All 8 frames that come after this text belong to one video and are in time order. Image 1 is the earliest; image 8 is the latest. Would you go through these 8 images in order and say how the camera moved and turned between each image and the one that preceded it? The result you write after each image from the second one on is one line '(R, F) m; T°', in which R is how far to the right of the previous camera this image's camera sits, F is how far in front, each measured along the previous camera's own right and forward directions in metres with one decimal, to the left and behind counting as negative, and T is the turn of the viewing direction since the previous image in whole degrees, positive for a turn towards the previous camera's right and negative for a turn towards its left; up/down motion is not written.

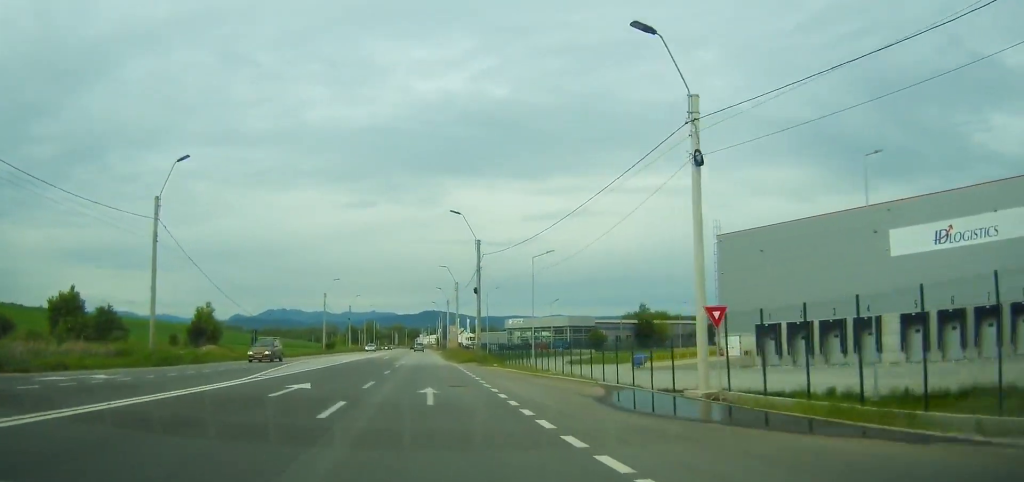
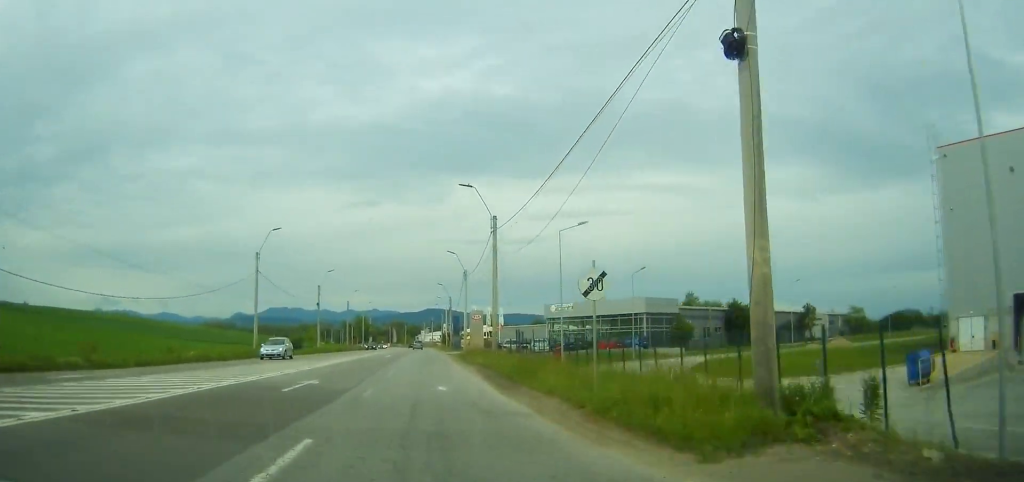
(+0.4, +39.3) m; 0°
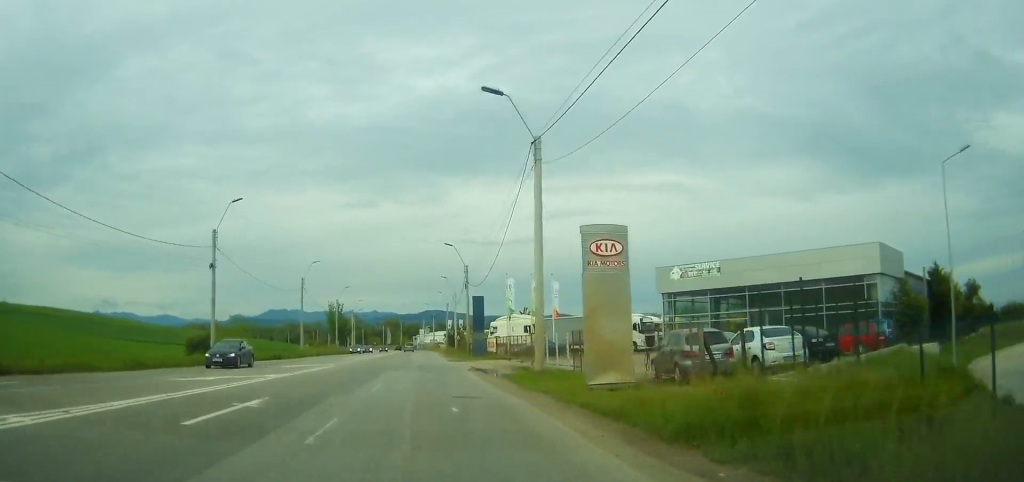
(-0.1, +42.7) m; 0°
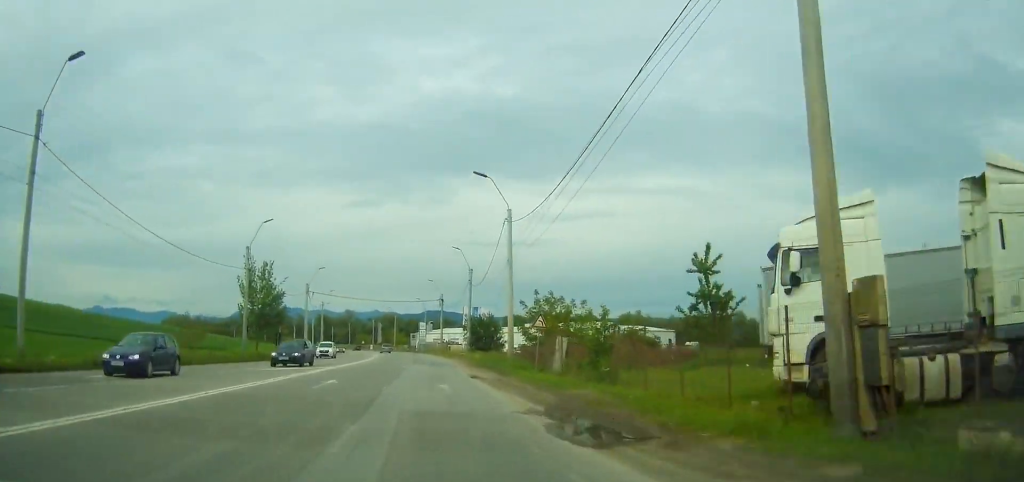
(-0.2, +54.8) m; -1°
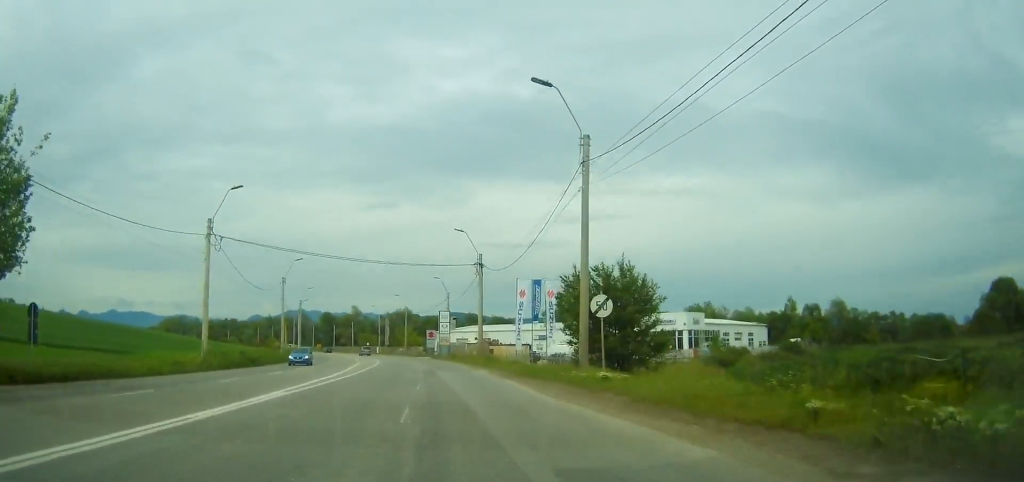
(-0.6, +42.1) m; -2°
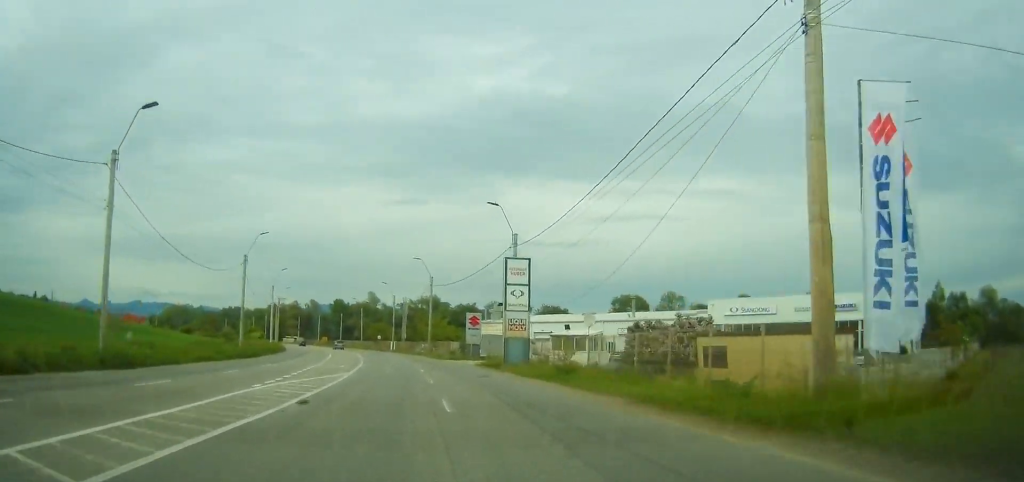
(-1.0, +43.6) m; -3°
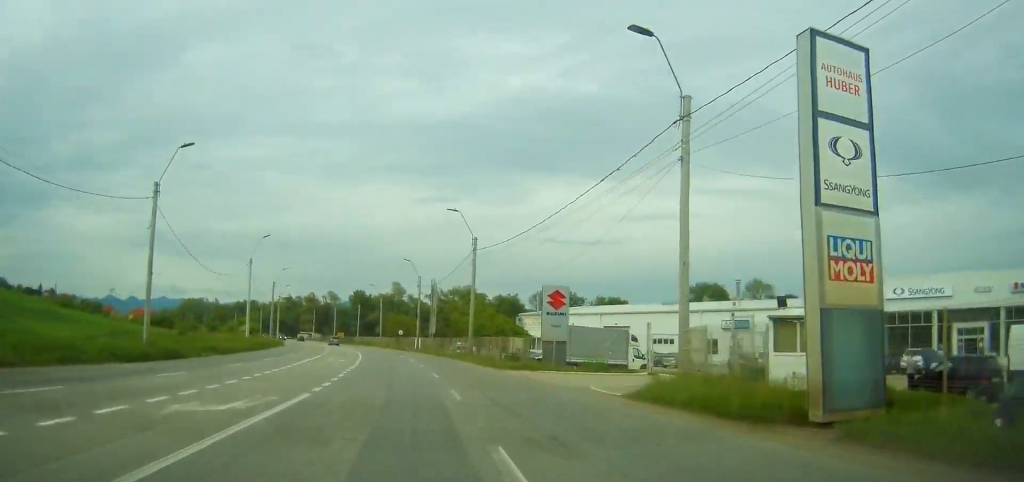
(-0.7, +25.0) m; -2°
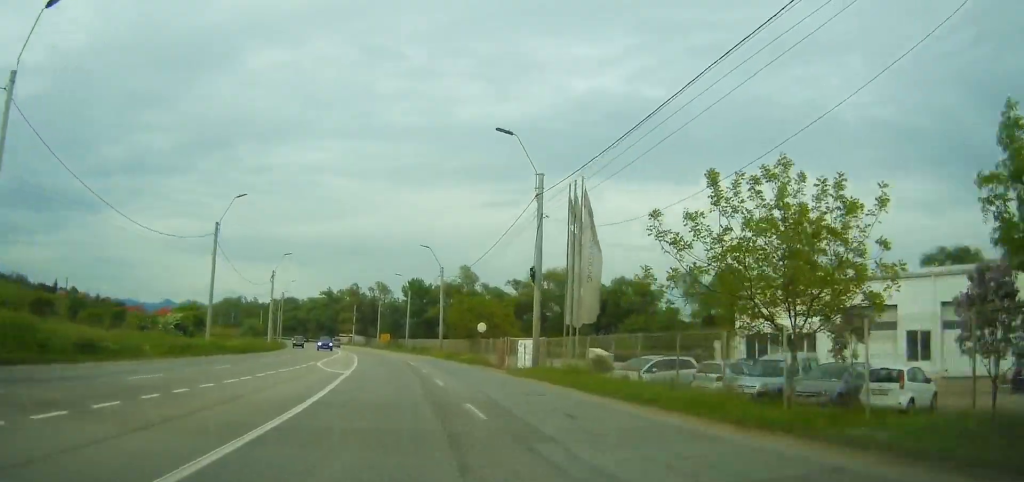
(-2.1, +48.5) m; -6°
